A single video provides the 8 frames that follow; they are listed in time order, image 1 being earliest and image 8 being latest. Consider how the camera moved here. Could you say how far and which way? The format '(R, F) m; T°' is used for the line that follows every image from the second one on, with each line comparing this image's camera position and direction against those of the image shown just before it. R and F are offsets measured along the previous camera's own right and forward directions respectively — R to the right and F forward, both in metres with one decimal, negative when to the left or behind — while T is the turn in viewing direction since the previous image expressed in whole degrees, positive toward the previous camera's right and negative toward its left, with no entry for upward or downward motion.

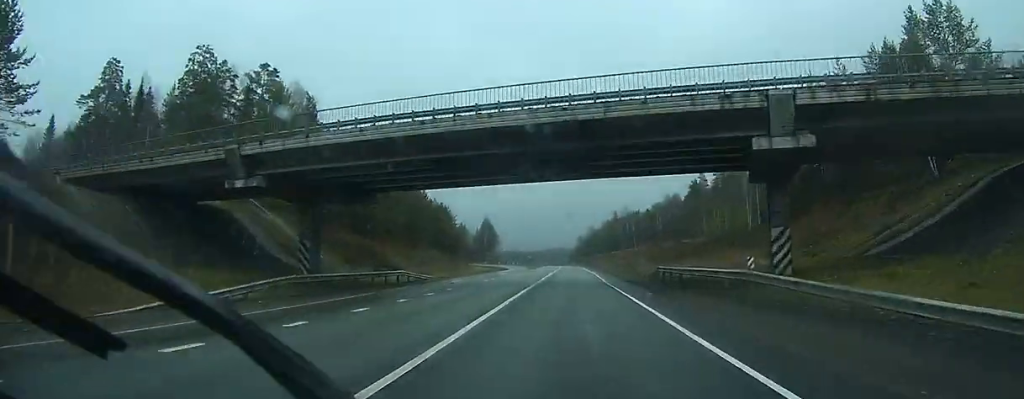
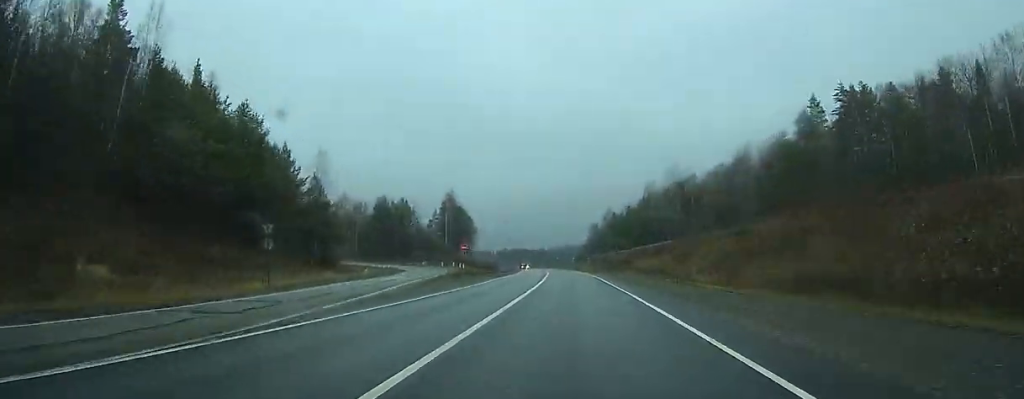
(-1.4, +95.6) m; -2°
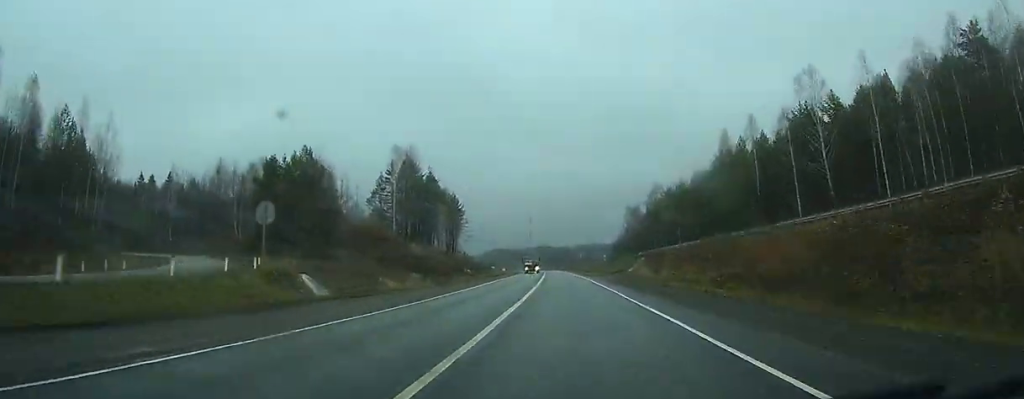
(-1.1, +68.8) m; -2°
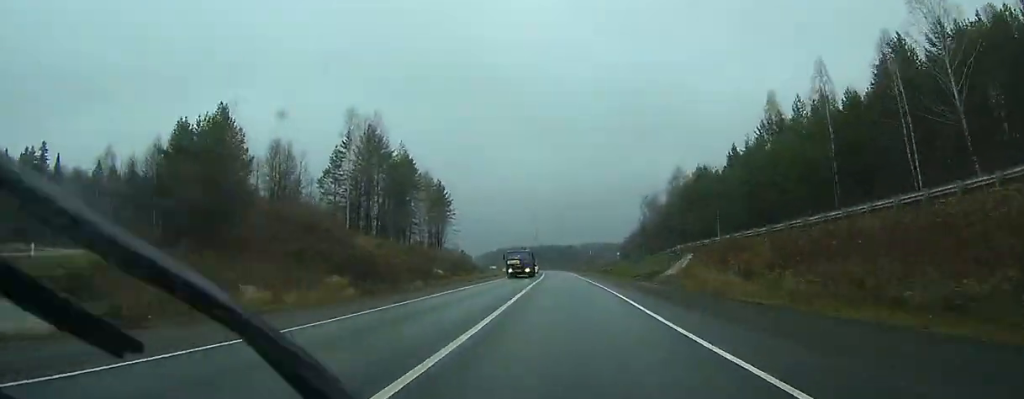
(-0.1, +24.0) m; -1°
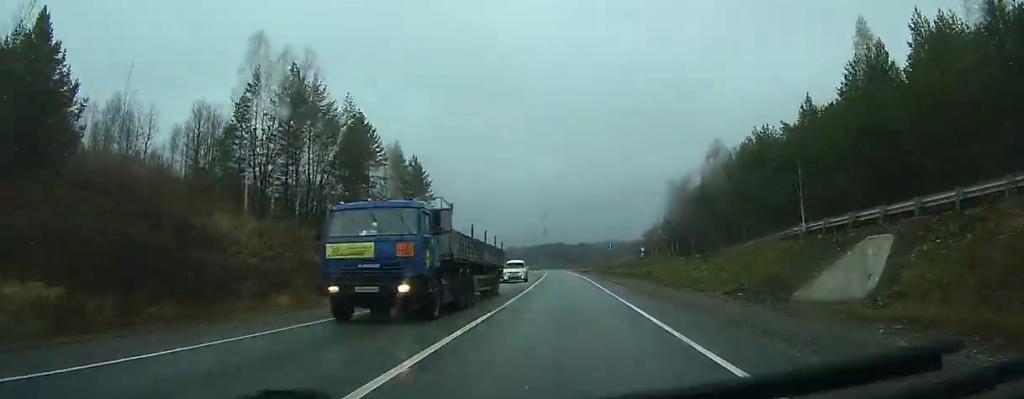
(-0.2, +27.6) m; -1°
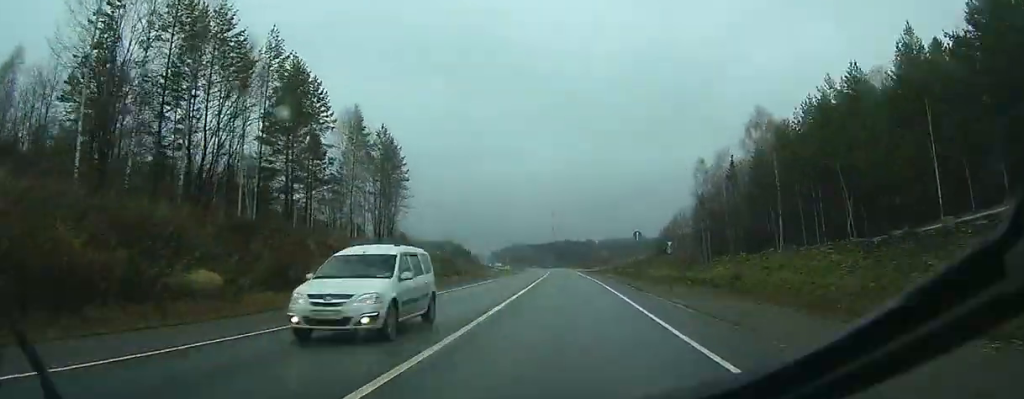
(0.0, +20.7) m; -1°
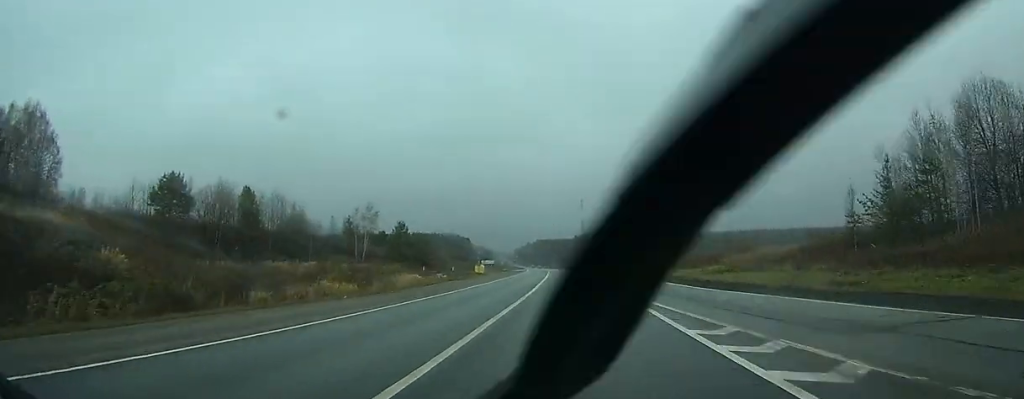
(-2.6, +102.2) m; -3°
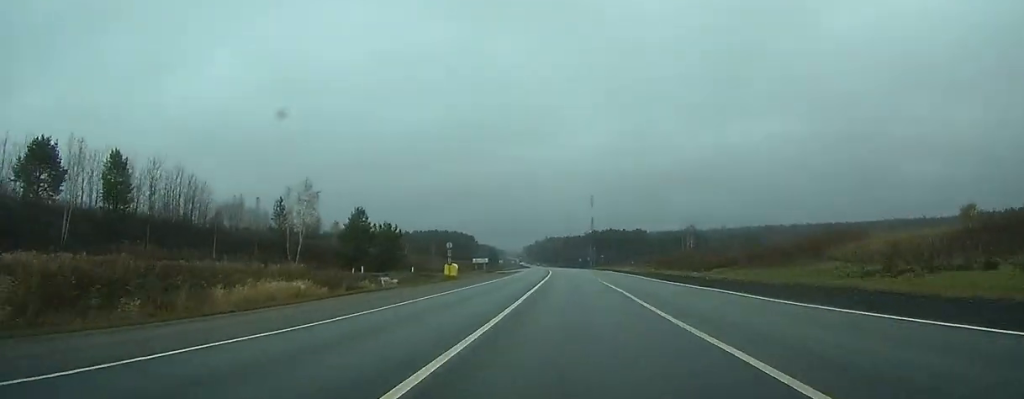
(-0.4, +28.9) m; -1°
